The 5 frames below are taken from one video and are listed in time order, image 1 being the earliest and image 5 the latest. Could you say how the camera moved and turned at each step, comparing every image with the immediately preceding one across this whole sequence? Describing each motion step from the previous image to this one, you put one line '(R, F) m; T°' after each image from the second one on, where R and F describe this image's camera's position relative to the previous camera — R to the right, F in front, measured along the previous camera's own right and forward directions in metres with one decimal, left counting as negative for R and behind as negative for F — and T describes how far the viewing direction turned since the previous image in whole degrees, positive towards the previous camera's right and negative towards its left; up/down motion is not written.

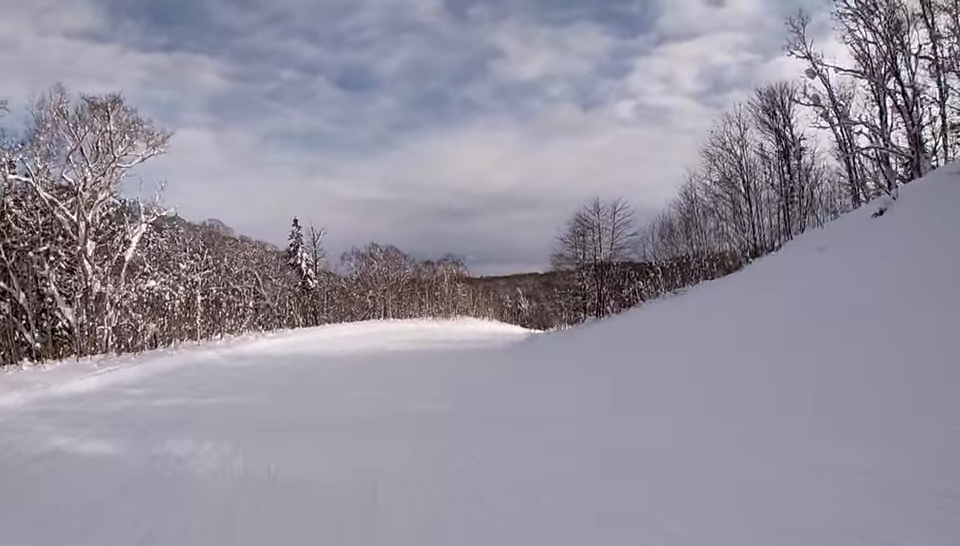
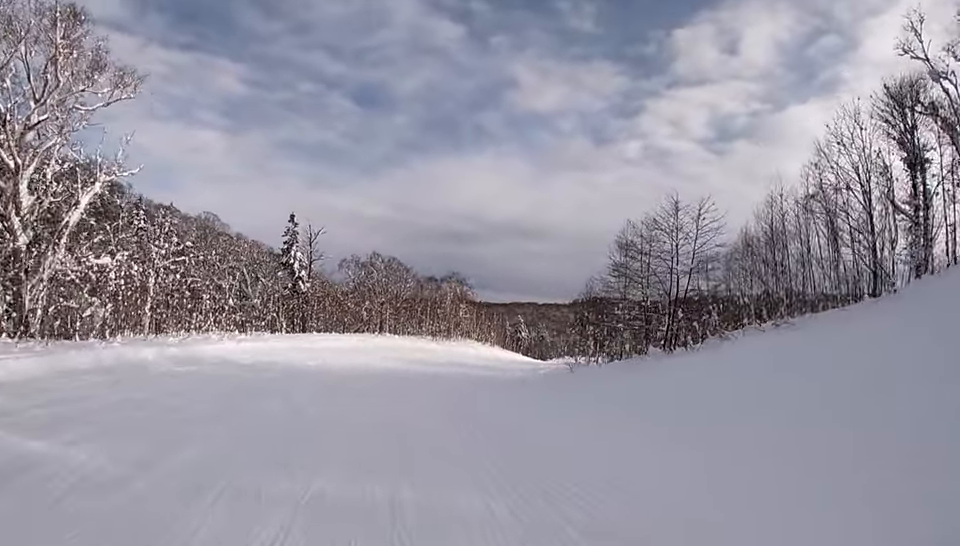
(+1.3, +8.7) m; +2°
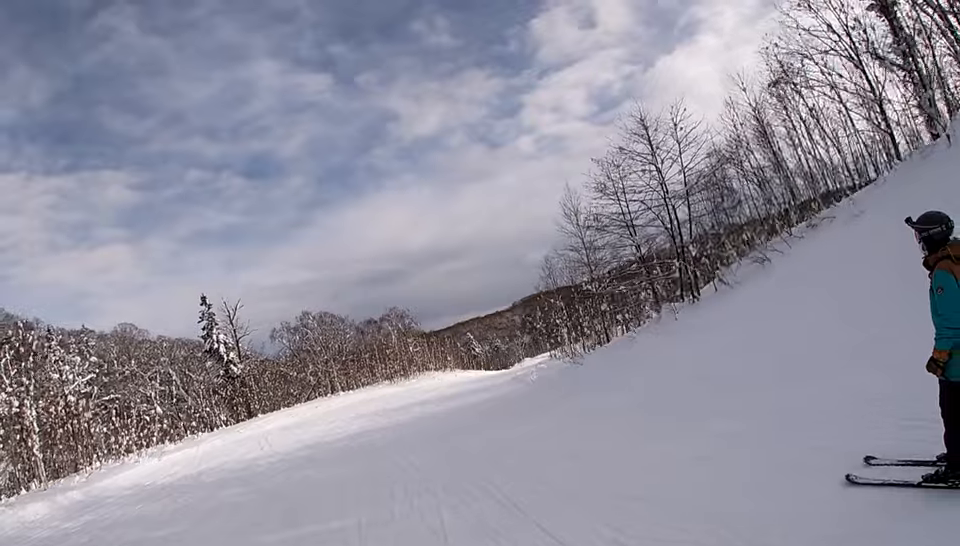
(-0.9, +6.9) m; +1°
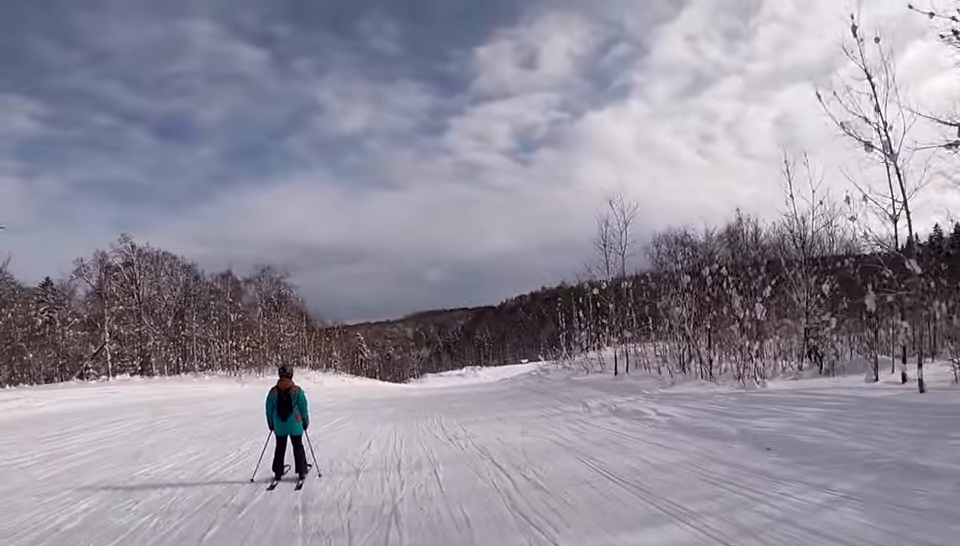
(+5.8, +34.1) m; +10°
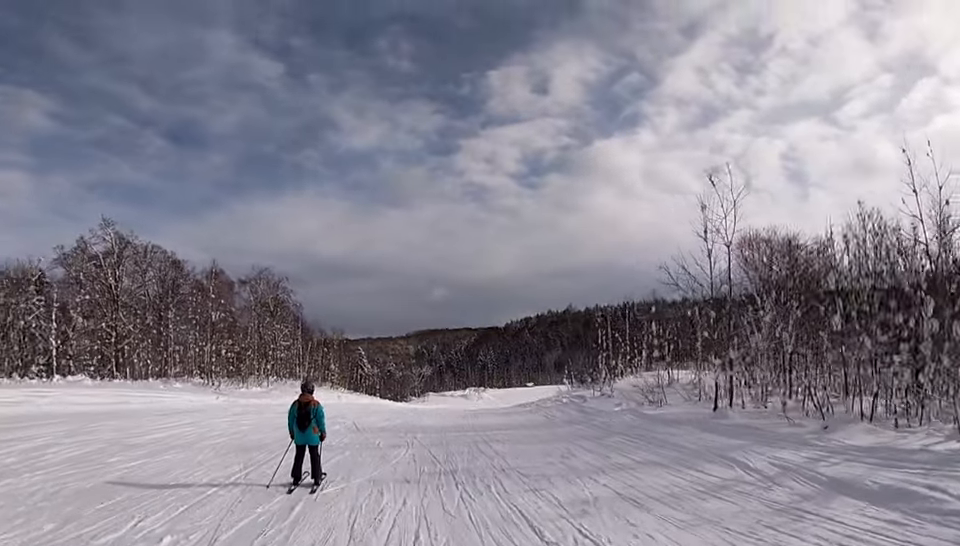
(0.0, +6.7) m; 0°
